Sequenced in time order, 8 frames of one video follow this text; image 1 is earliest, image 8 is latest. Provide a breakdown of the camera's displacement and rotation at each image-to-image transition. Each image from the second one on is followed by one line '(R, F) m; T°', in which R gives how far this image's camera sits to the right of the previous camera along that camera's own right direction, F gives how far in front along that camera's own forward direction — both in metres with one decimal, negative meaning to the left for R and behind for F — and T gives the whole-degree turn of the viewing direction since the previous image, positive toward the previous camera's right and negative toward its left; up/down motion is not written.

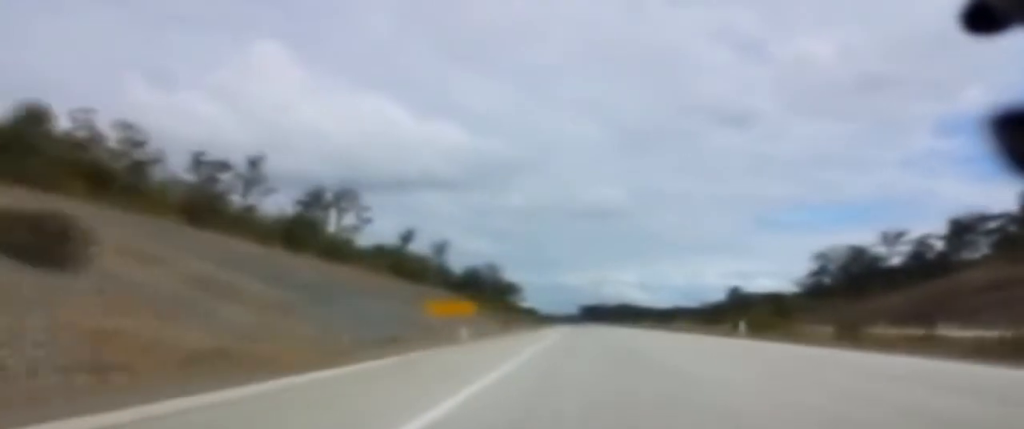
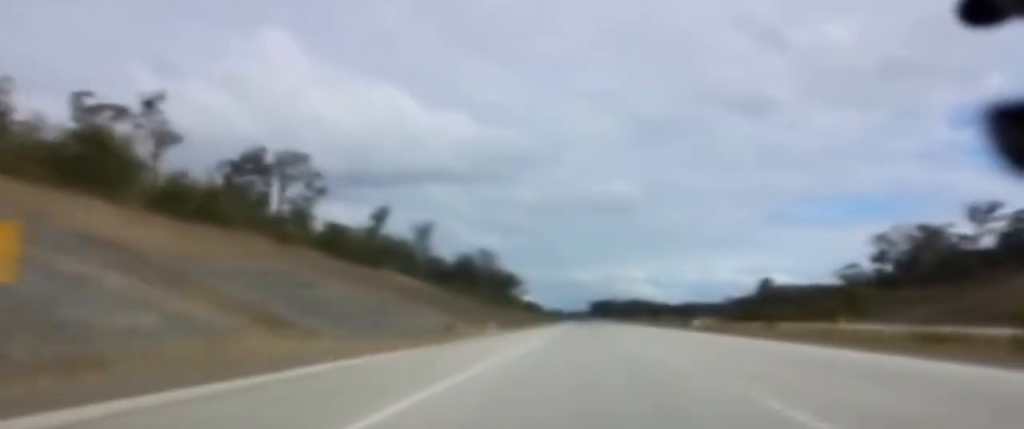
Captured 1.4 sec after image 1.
(-0.6, +43.2) m; -1°
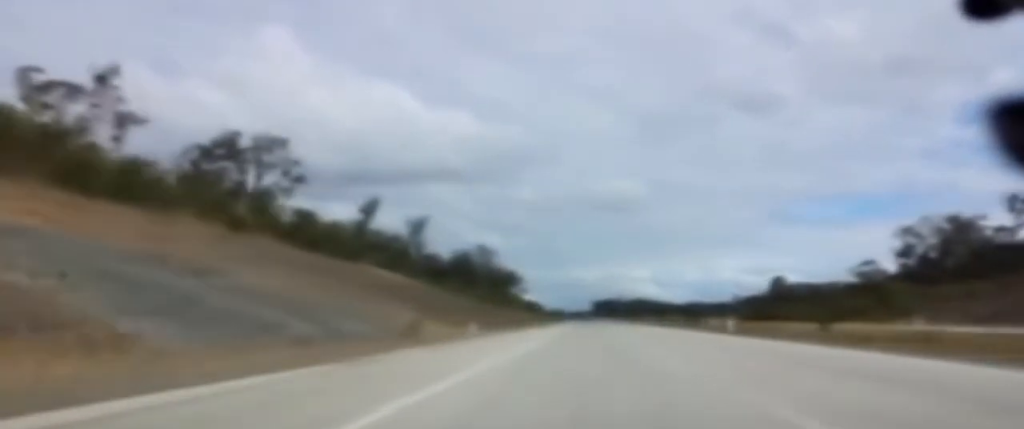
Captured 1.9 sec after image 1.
(+0.1, +13.1) m; 0°
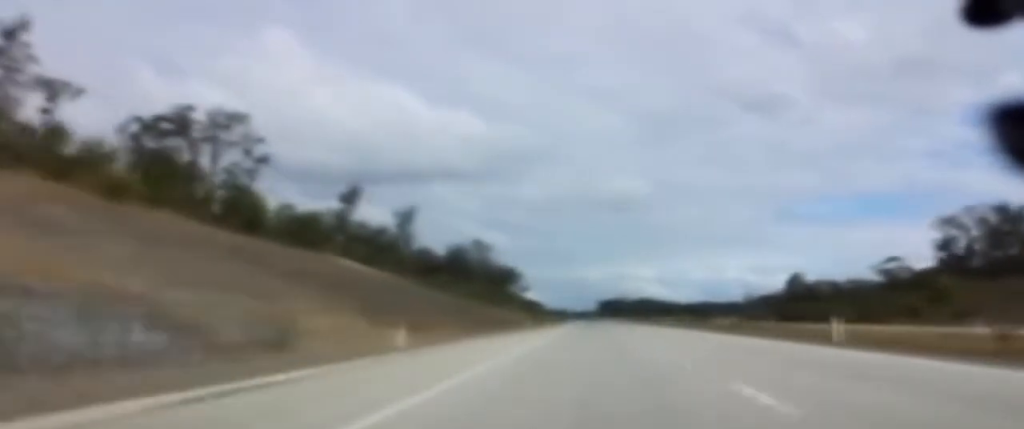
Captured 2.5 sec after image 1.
(-0.2, +20.1) m; 0°
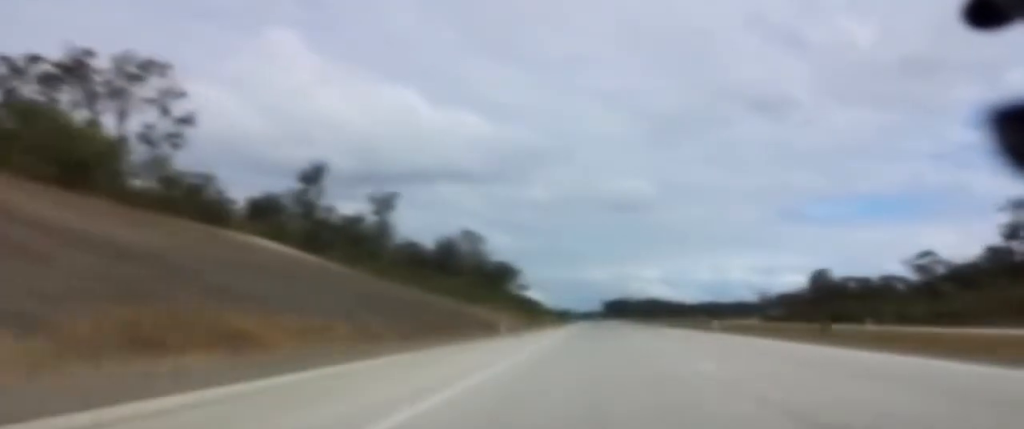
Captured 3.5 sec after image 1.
(-0.2, +29.2) m; 0°
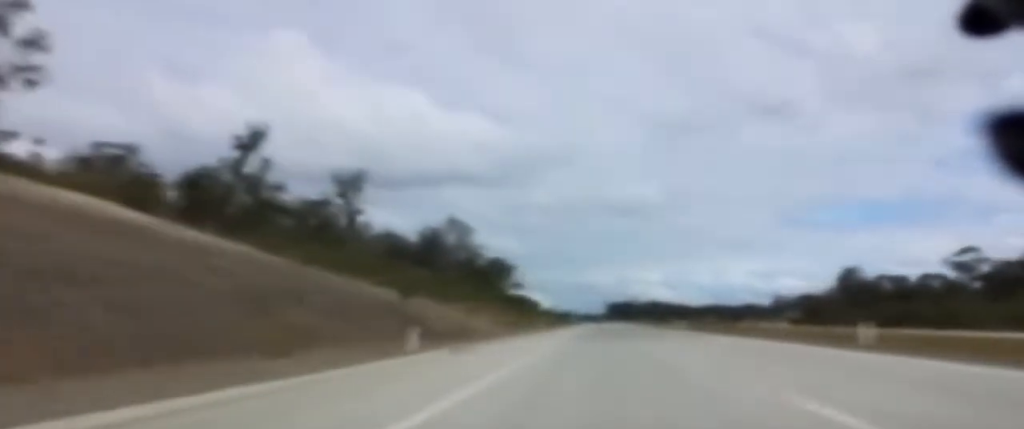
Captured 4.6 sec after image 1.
(+0.1, +32.3) m; 0°
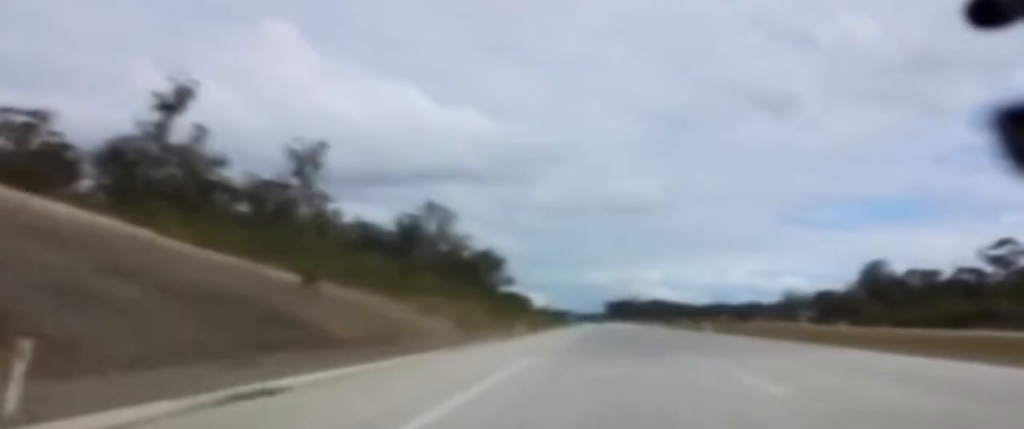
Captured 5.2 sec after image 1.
(0.0, +20.2) m; 0°
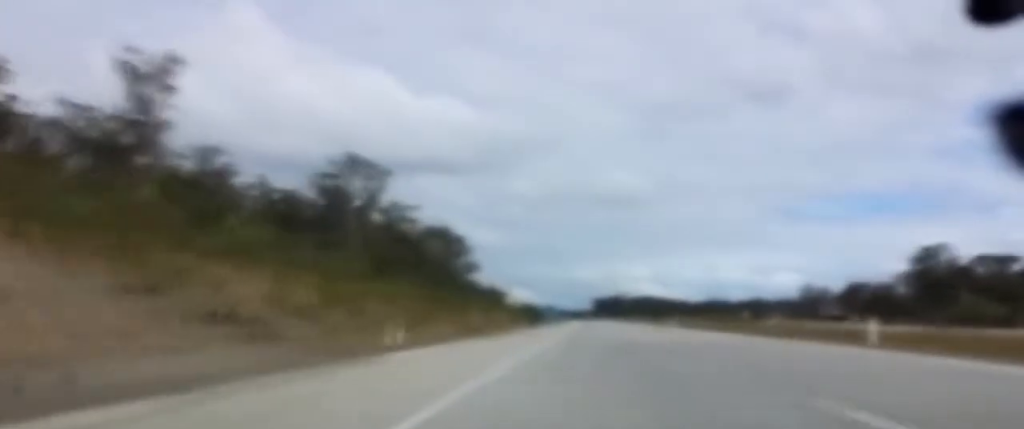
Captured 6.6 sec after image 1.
(-0.1, +40.7) m; 0°
